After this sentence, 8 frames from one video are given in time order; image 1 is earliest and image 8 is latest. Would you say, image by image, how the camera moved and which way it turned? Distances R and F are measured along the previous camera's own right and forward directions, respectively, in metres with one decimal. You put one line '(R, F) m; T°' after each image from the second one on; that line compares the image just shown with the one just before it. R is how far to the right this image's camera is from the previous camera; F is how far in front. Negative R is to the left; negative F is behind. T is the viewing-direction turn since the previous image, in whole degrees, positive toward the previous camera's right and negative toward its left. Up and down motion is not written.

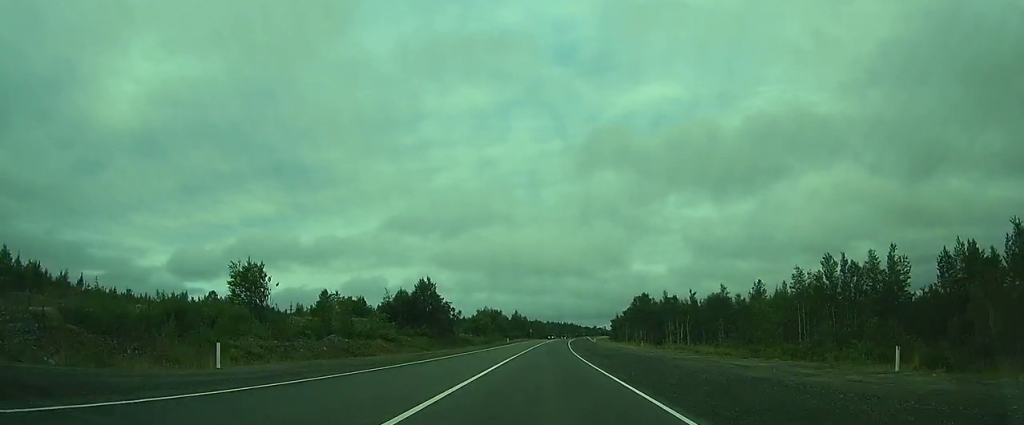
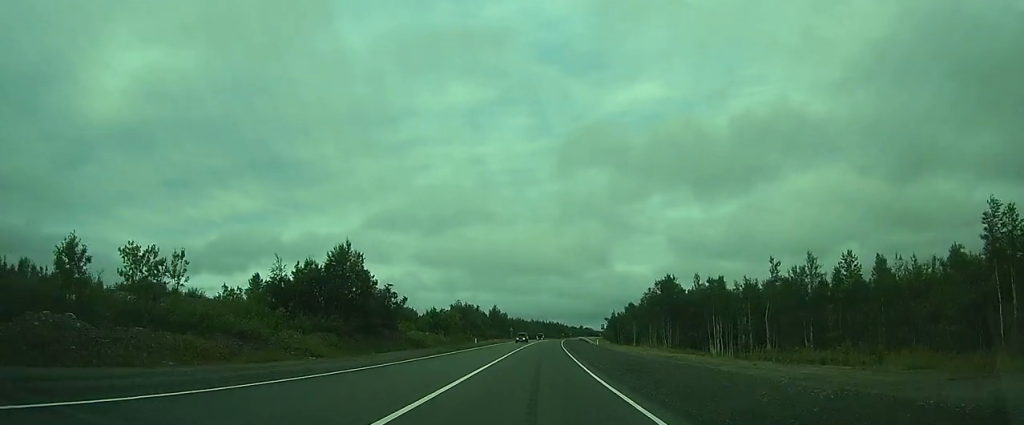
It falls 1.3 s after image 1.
(-0.3, +29.5) m; -2°
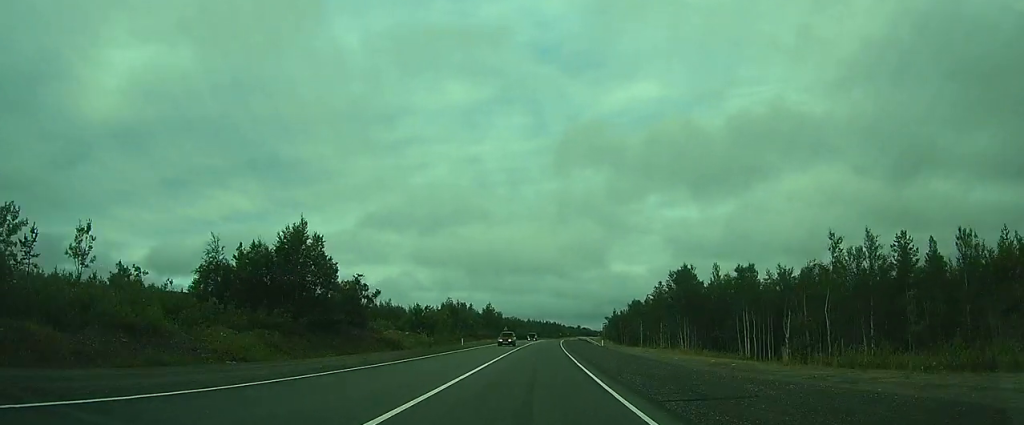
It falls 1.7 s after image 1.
(-0.2, +10.2) m; -1°
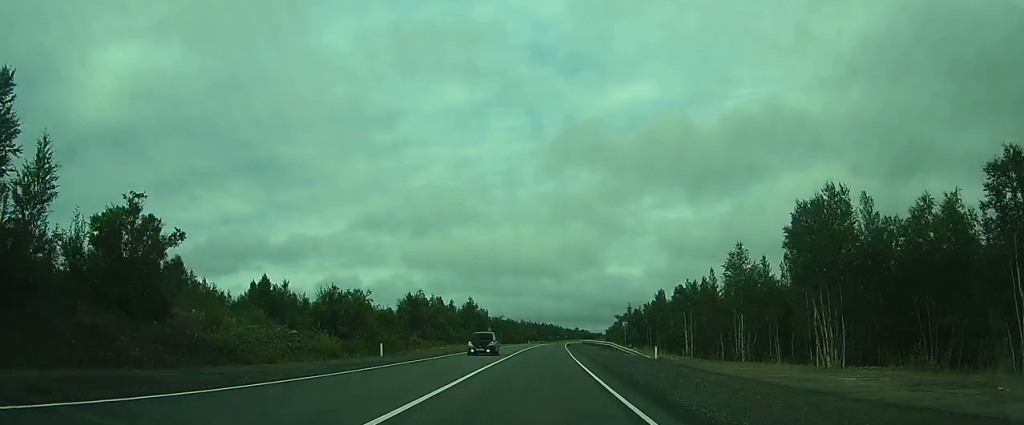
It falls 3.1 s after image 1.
(-0.4, +33.4) m; 0°
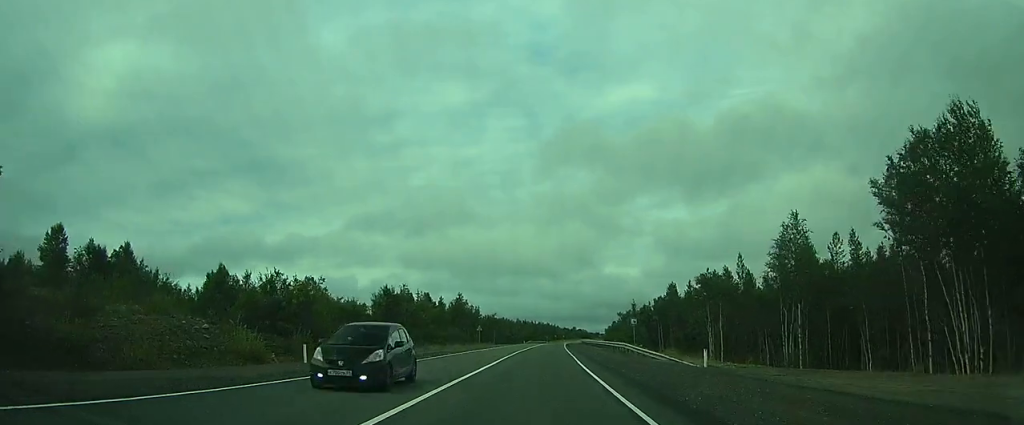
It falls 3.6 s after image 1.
(+0.1, +11.1) m; +1°
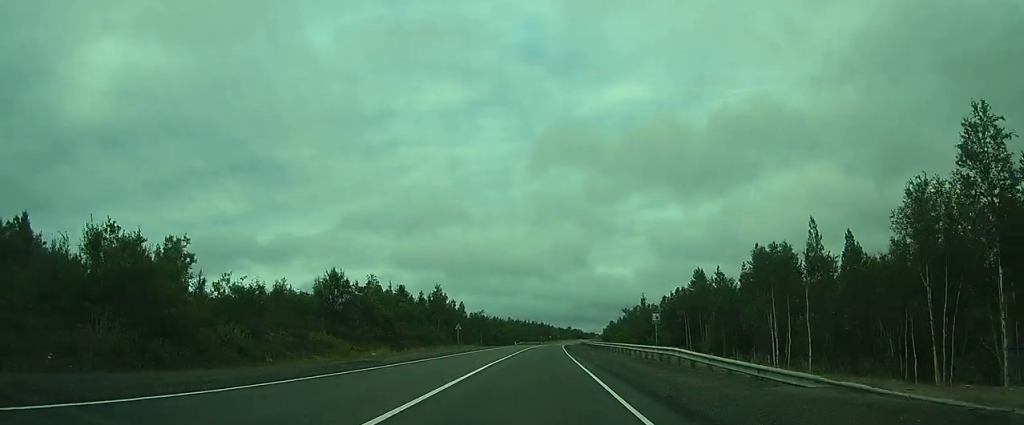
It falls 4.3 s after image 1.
(+0.2, +17.2) m; +2°
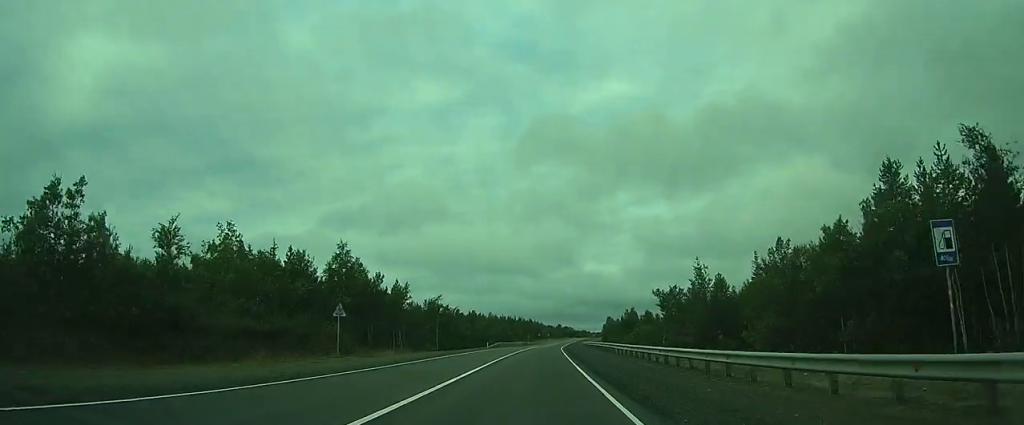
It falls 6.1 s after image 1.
(+1.5, +39.8) m; +3°
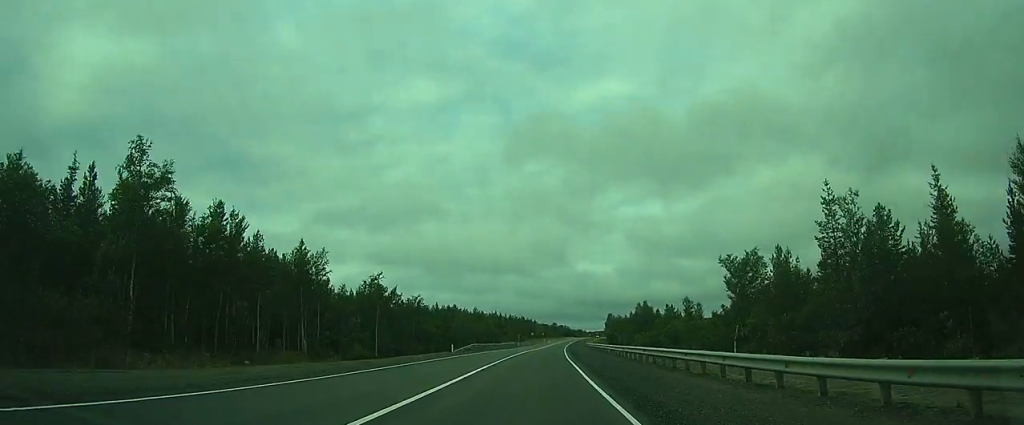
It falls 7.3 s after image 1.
(+0.1, +27.2) m; 0°
